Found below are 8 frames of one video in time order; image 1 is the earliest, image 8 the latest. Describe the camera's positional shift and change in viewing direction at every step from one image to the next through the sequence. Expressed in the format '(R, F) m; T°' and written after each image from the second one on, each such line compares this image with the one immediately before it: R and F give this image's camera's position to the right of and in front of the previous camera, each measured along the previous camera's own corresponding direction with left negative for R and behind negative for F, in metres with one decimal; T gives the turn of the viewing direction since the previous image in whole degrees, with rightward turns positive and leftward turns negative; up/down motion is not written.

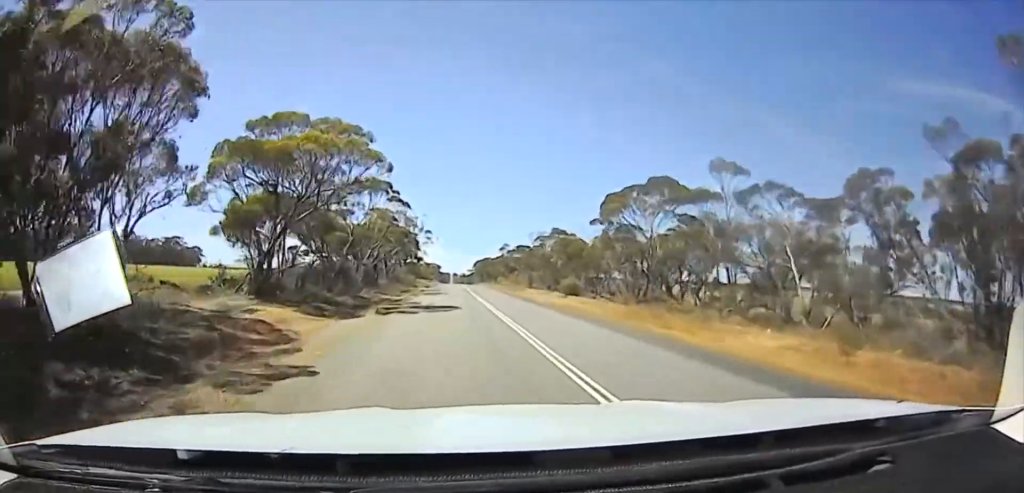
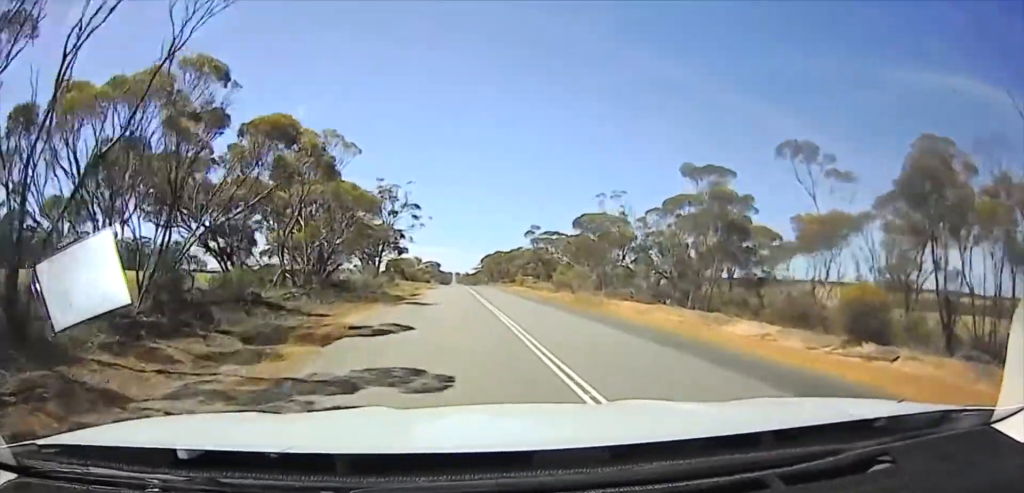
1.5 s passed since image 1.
(0.0, +48.9) m; -3°
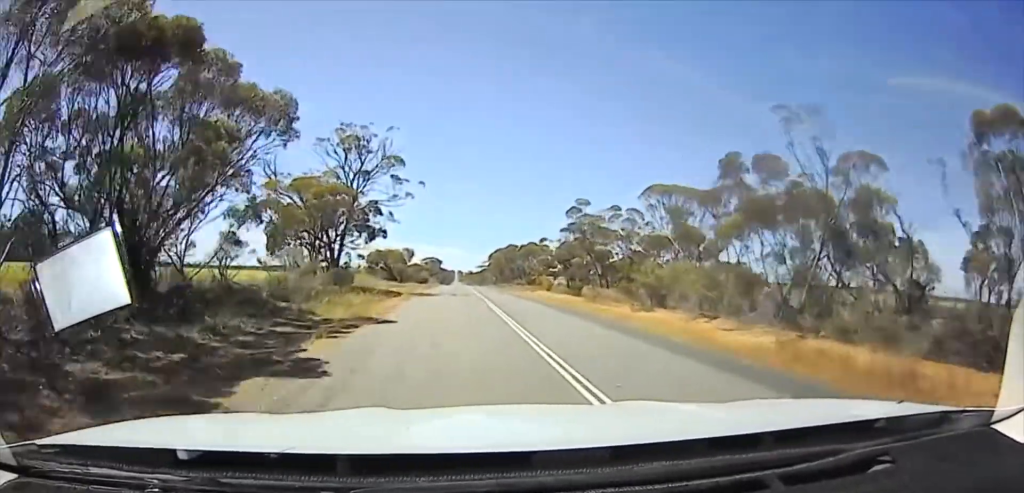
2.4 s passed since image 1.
(-1.4, +28.4) m; -1°
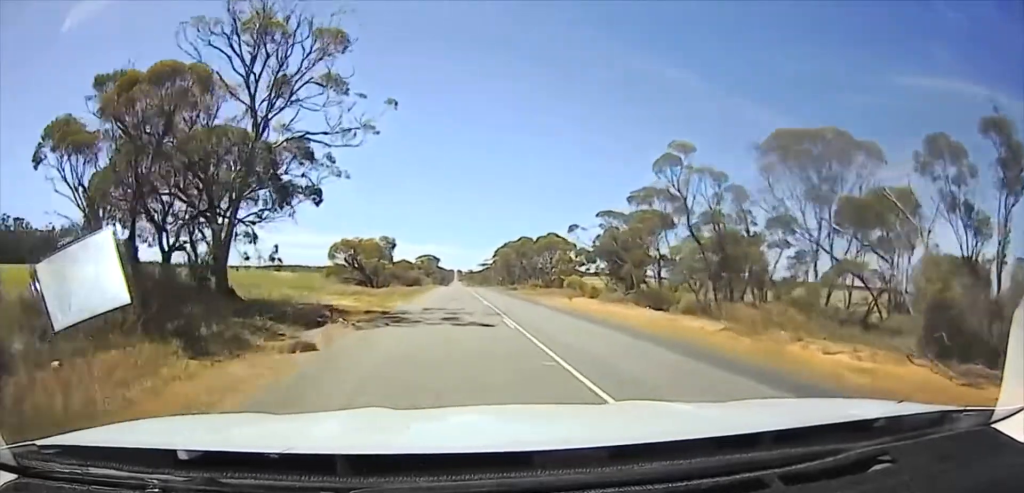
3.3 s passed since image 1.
(+0.6, +22.7) m; +2°
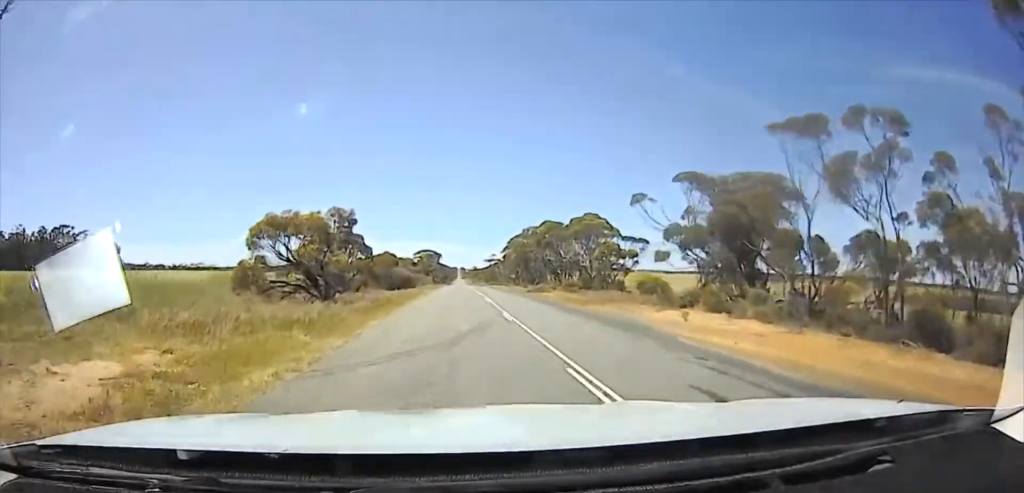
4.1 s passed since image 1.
(+0.4, +18.8) m; +1°
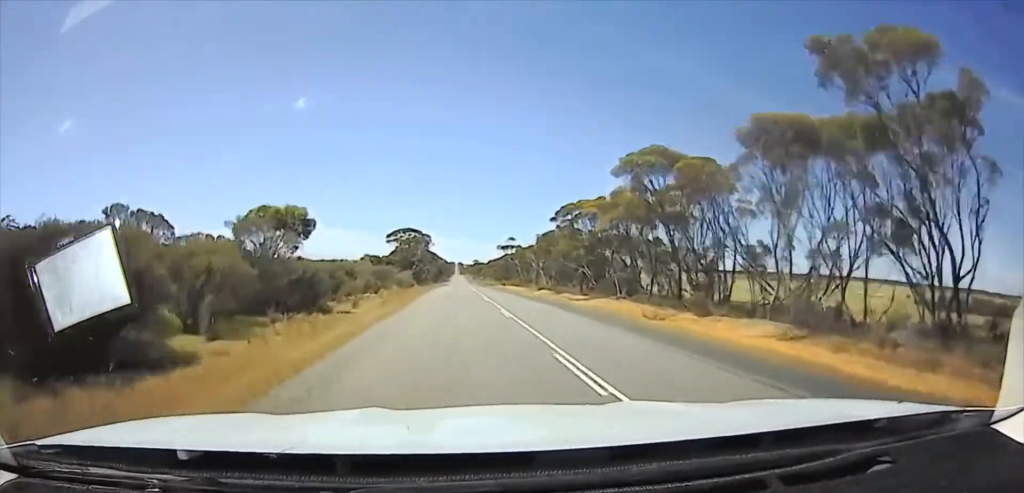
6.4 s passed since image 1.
(+0.2, +43.2) m; 0°
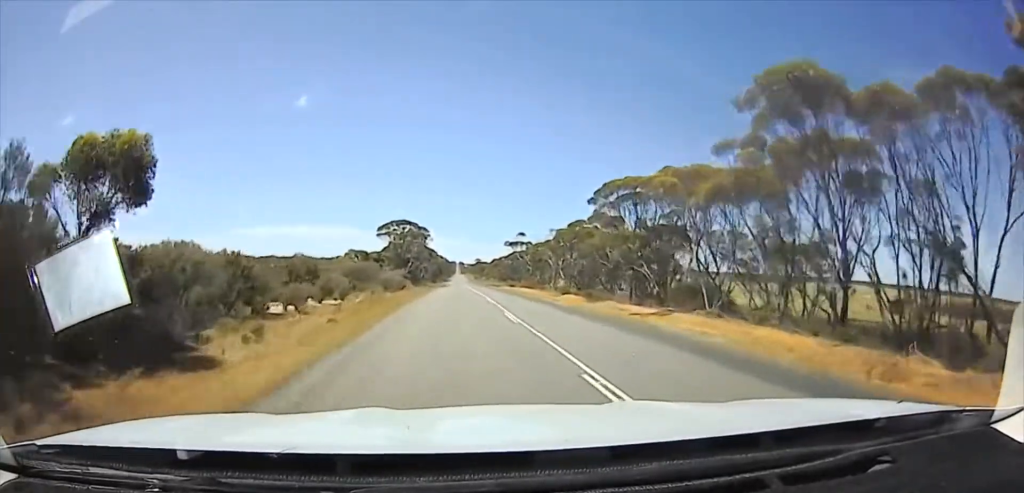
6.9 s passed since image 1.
(0.0, +11.5) m; 0°
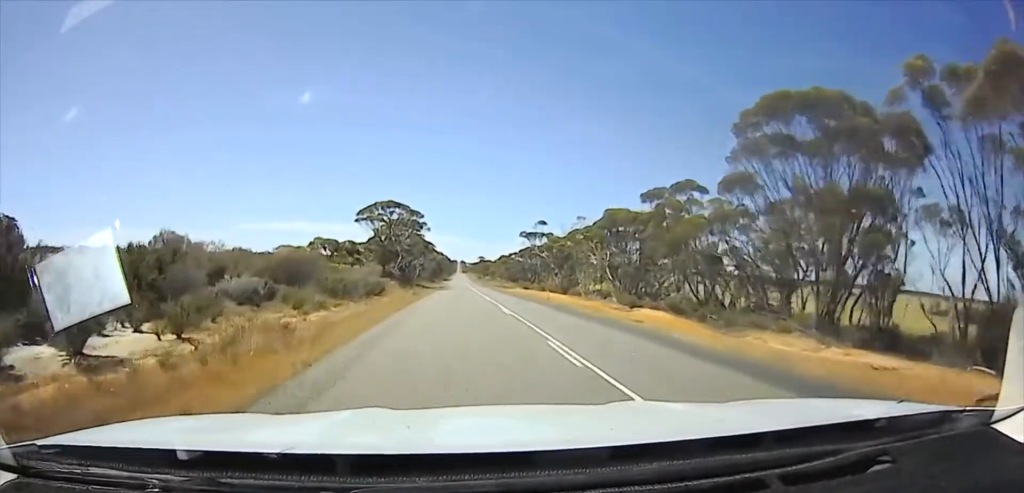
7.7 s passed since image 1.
(0.0, +16.5) m; 0°
